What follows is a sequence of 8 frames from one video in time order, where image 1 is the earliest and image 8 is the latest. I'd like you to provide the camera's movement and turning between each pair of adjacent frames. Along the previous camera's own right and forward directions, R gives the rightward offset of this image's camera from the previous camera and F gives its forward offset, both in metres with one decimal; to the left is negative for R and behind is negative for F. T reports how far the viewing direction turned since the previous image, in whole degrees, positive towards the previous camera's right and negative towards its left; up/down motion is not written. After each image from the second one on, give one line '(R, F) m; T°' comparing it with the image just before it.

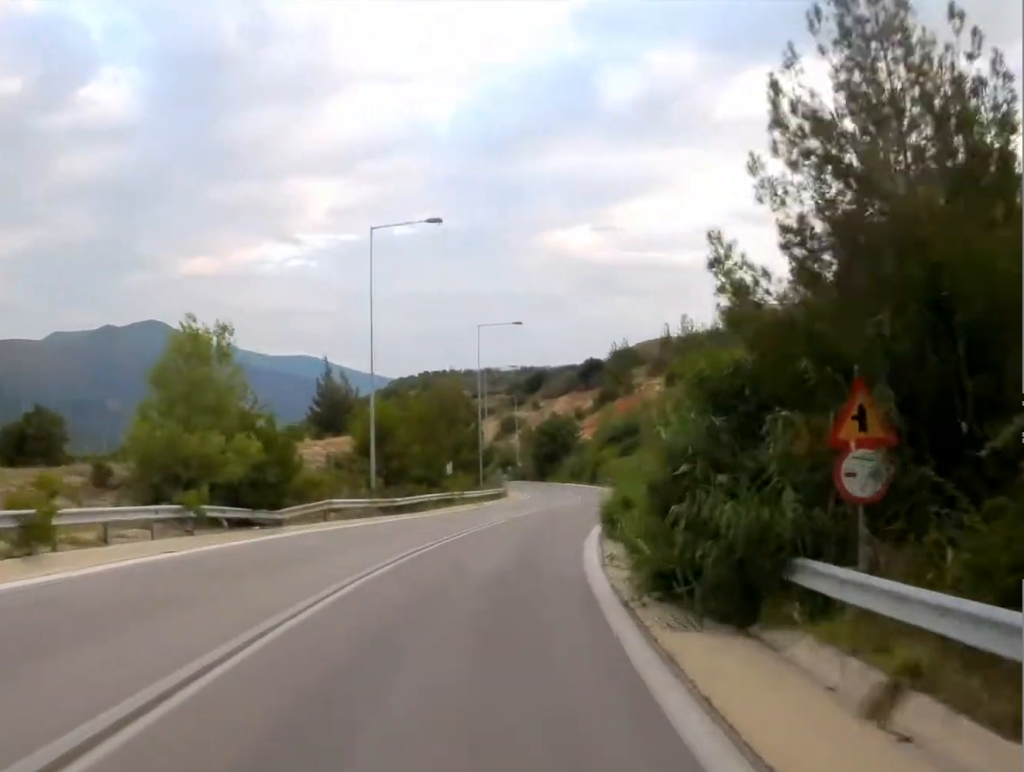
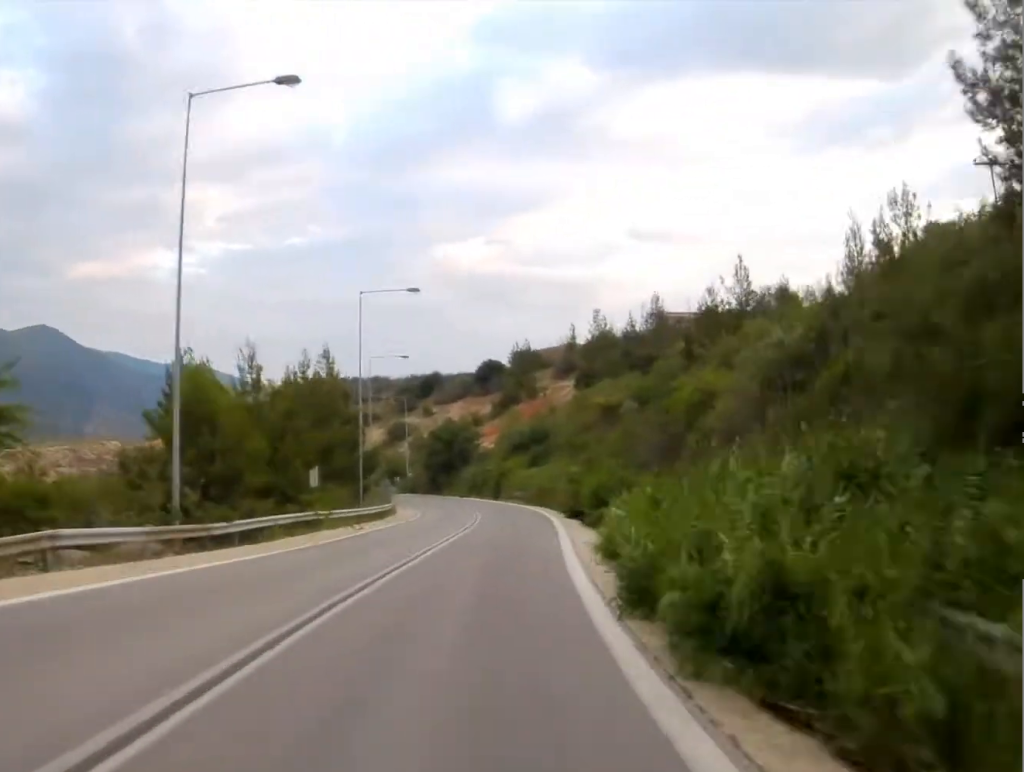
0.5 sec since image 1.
(+1.0, +14.7) m; +5°
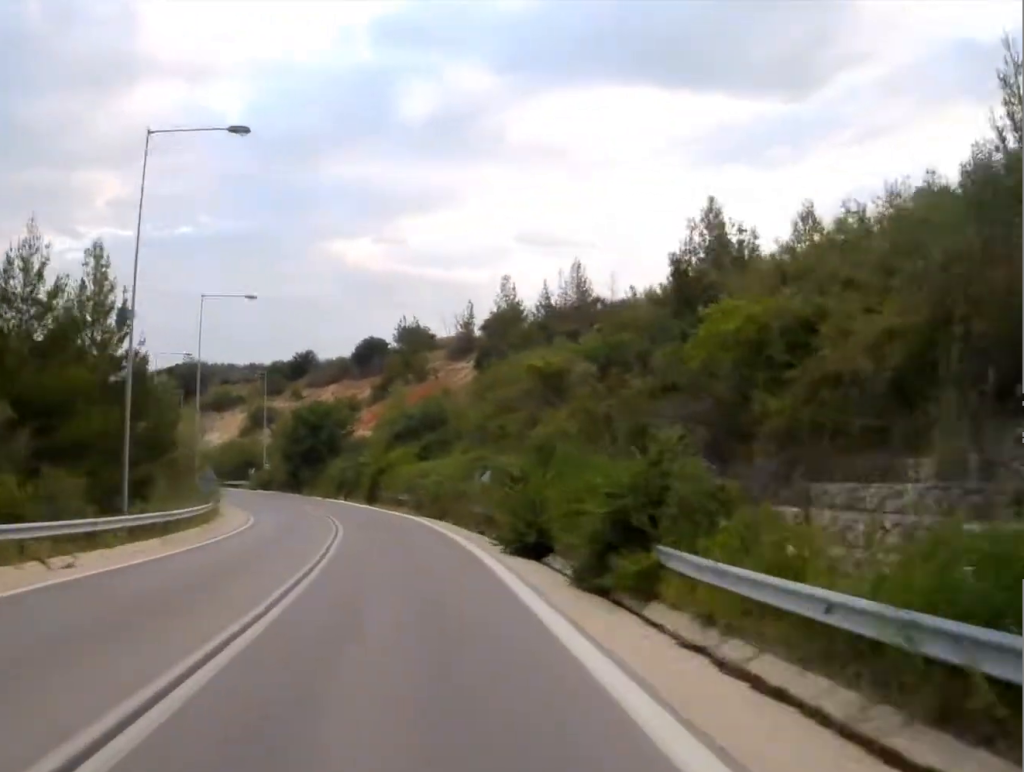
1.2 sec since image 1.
(+1.7, +22.1) m; +6°
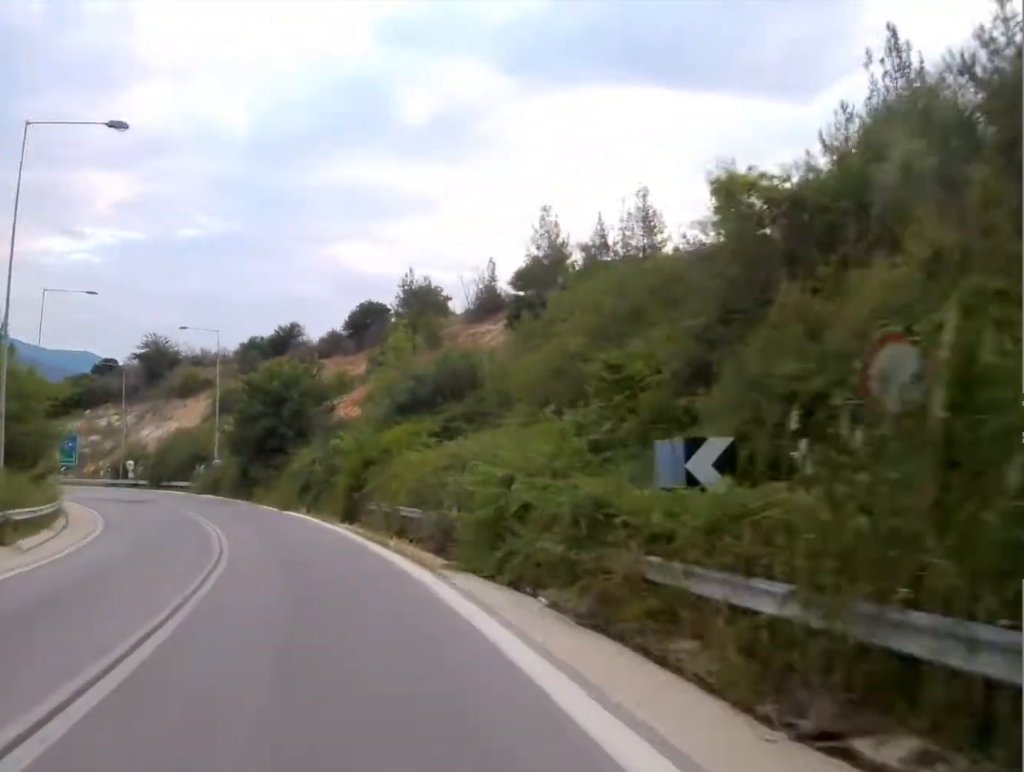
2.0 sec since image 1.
(+0.6, +26.7) m; -3°
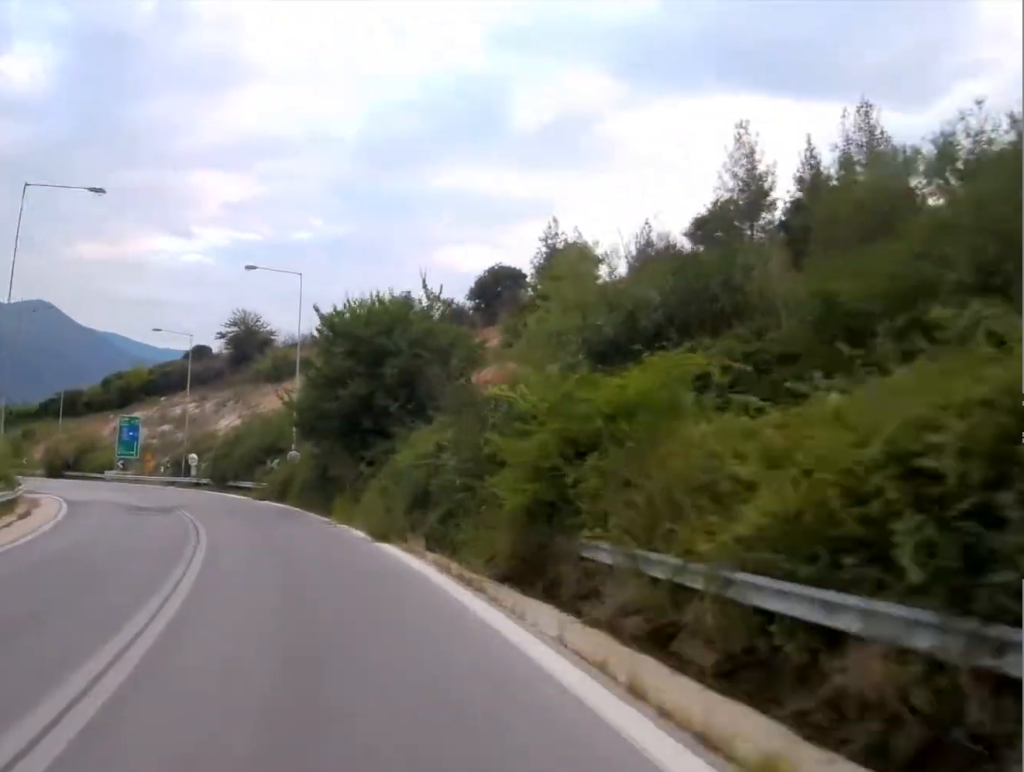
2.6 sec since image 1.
(-0.8, +19.6) m; -5°
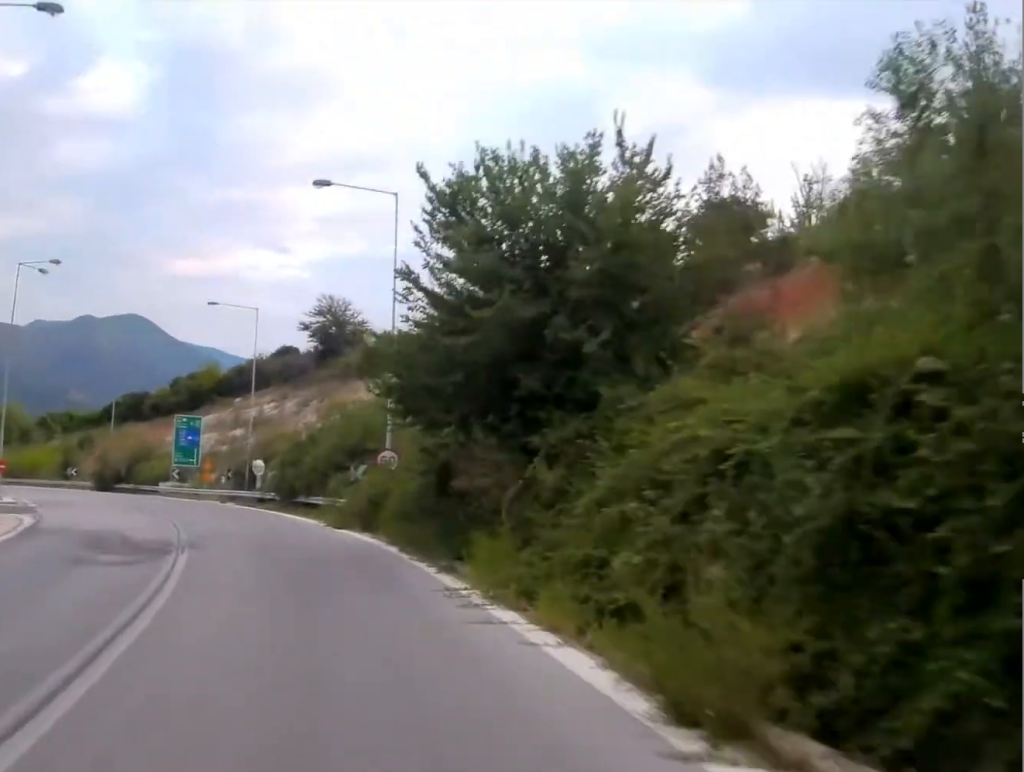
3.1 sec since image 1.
(0.0, +16.5) m; -5°
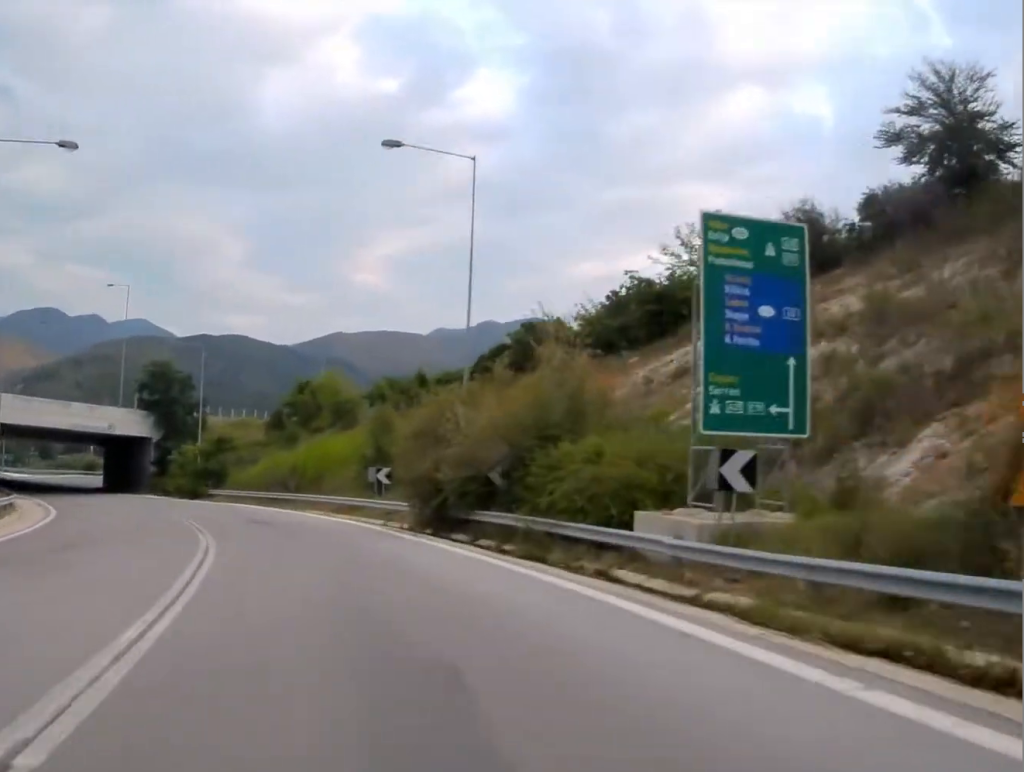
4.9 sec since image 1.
(-12.1, +54.6) m; -25°
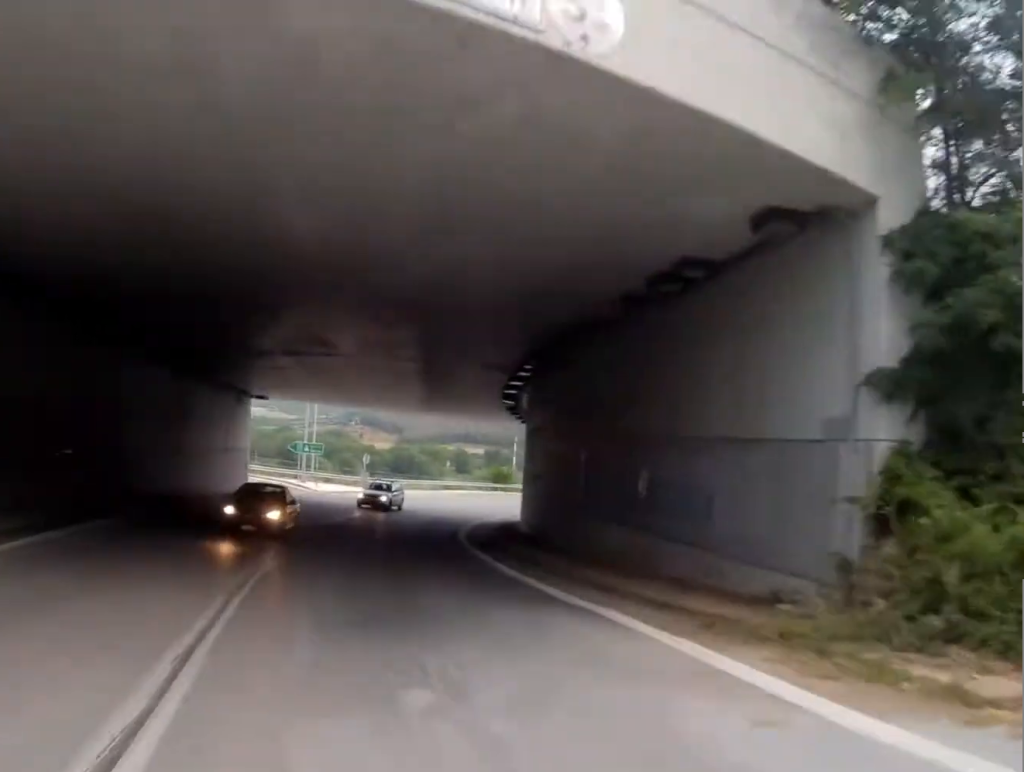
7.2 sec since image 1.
(-15.7, +70.1) m; -21°
